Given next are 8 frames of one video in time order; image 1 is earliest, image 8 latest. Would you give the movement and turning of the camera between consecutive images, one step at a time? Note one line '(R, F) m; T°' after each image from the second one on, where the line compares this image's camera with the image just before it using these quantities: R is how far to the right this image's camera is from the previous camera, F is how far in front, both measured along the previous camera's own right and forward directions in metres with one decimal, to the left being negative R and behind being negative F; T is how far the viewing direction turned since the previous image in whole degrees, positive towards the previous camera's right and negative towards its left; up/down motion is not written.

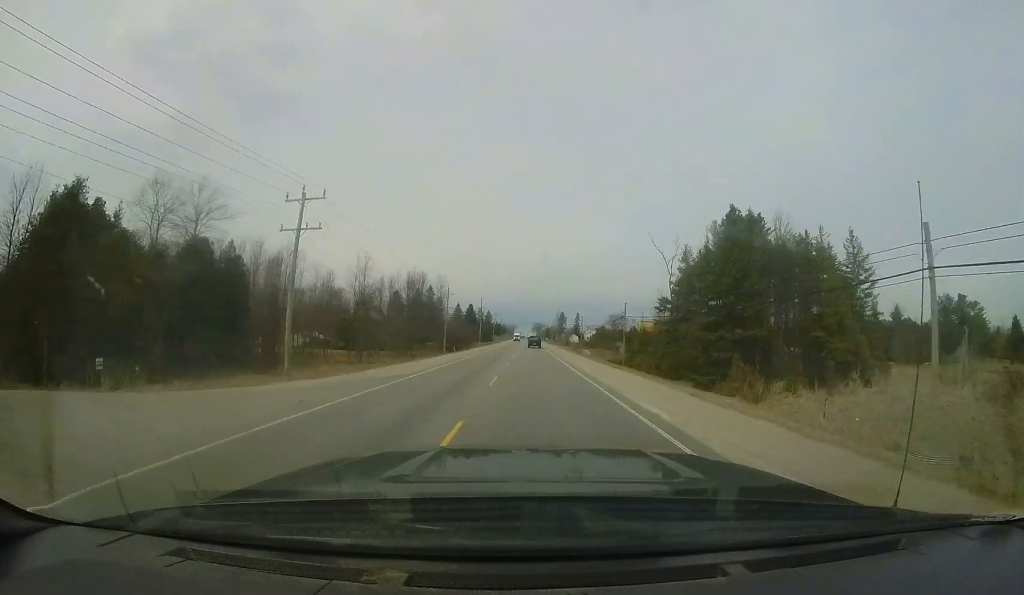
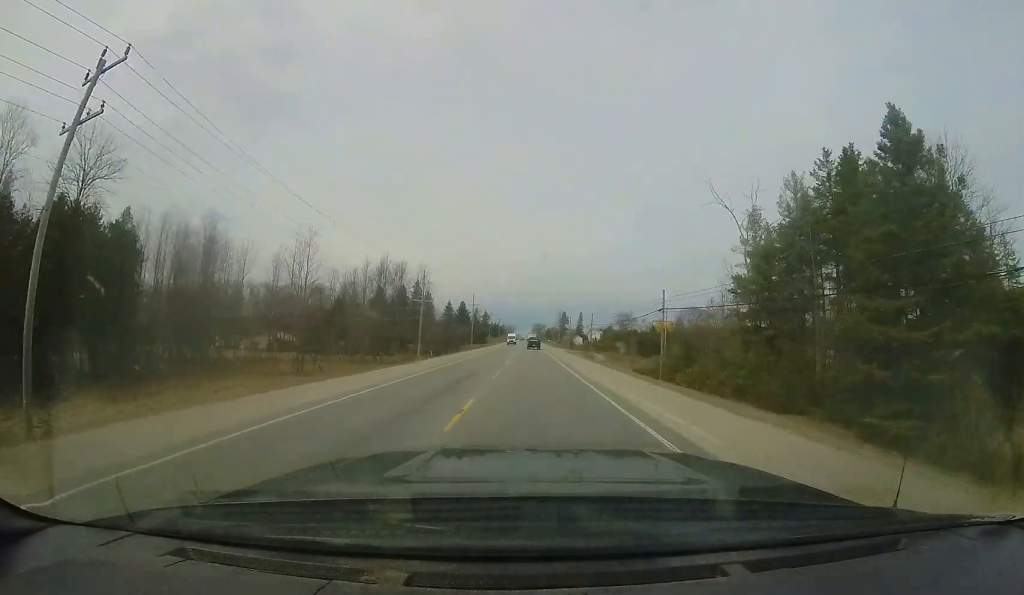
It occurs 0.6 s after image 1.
(0.0, +15.1) m; 0°
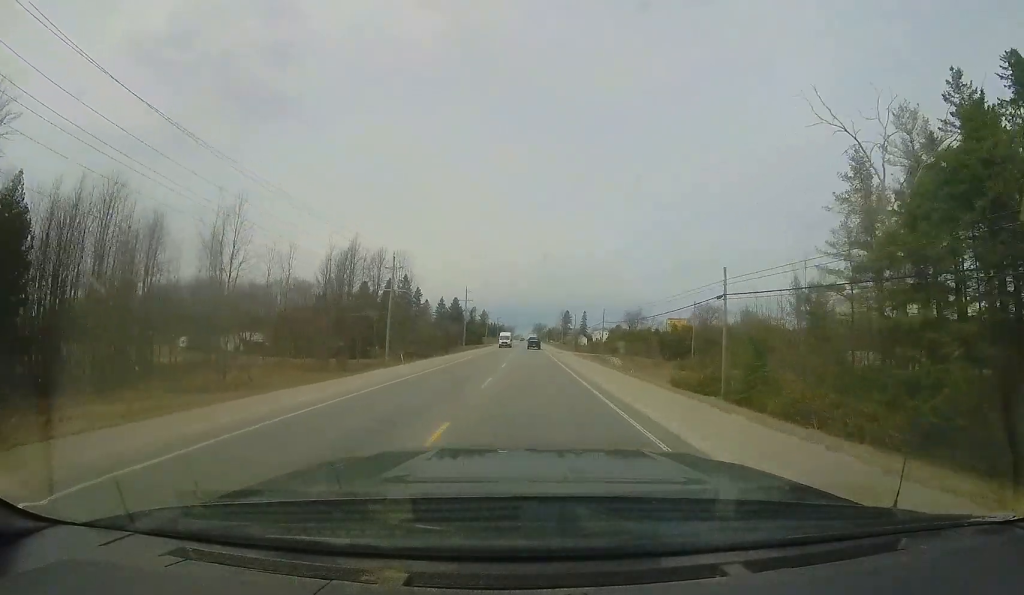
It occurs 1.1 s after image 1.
(-0.1, +11.9) m; 0°
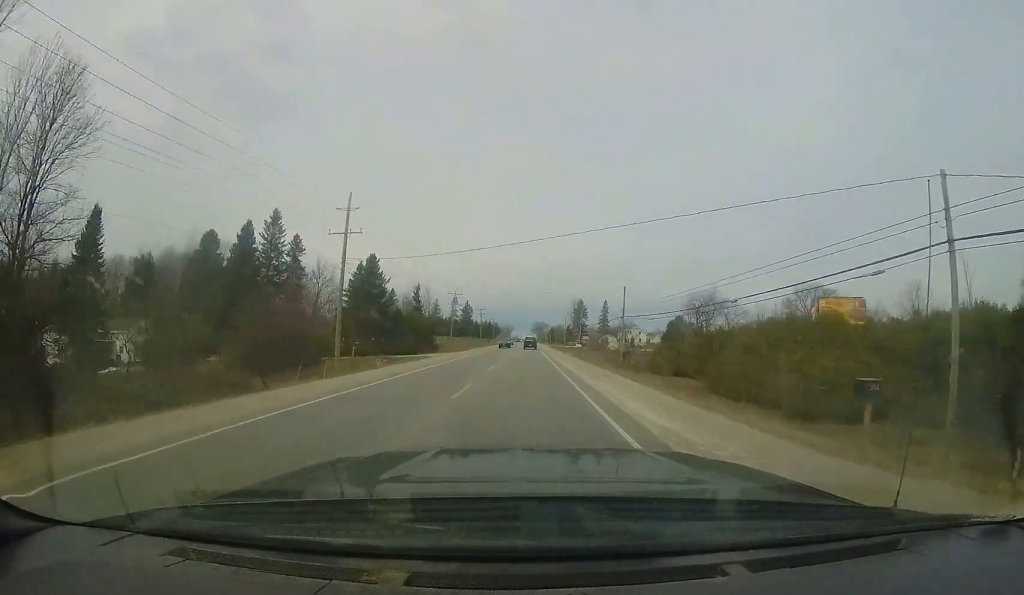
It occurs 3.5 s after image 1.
(+0.2, +56.2) m; -1°
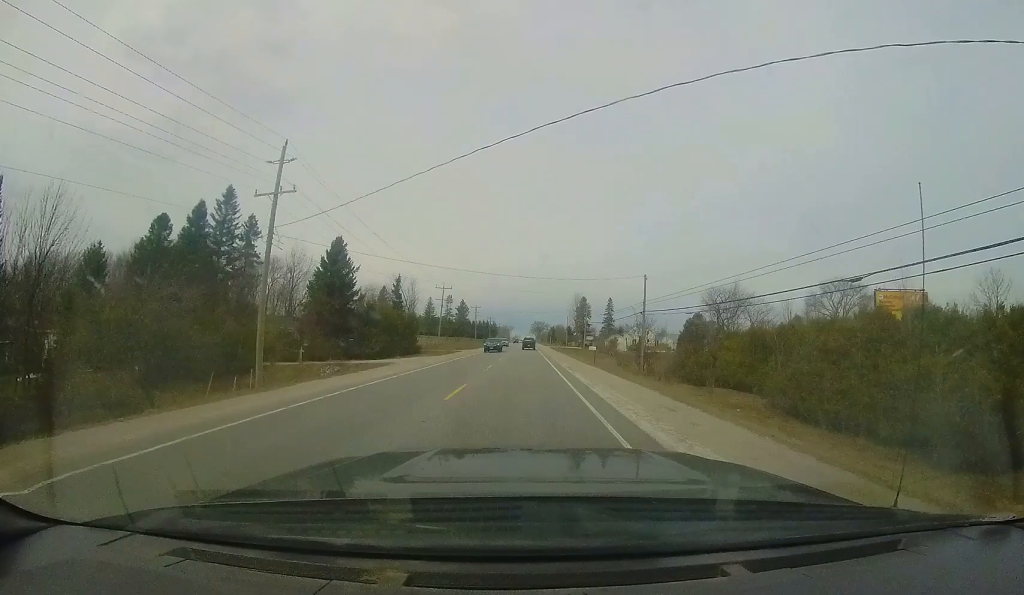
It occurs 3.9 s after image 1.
(-0.3, +9.3) m; 0°
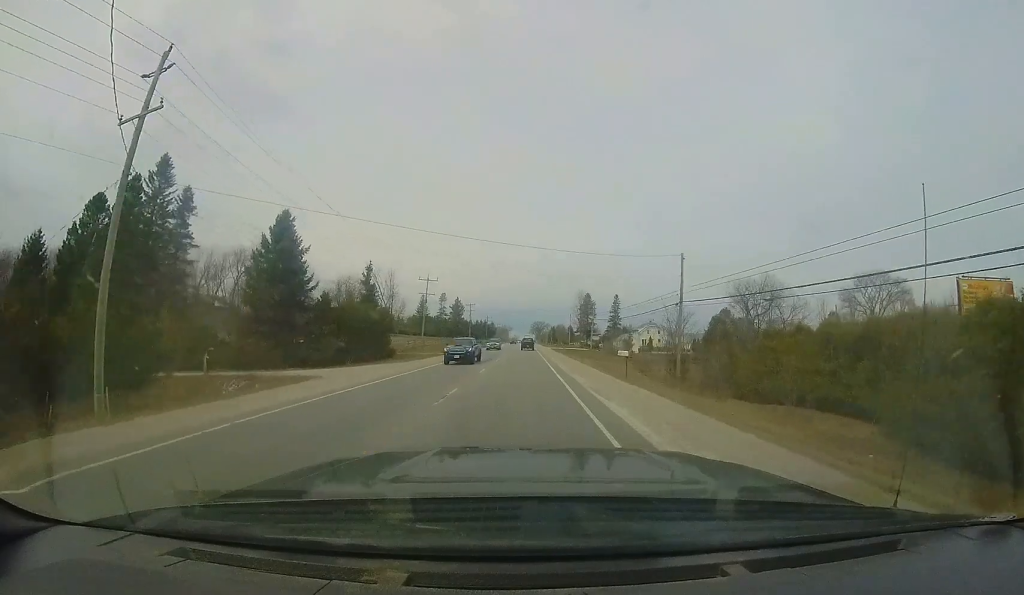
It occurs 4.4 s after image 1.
(0.0, +10.0) m; 0°
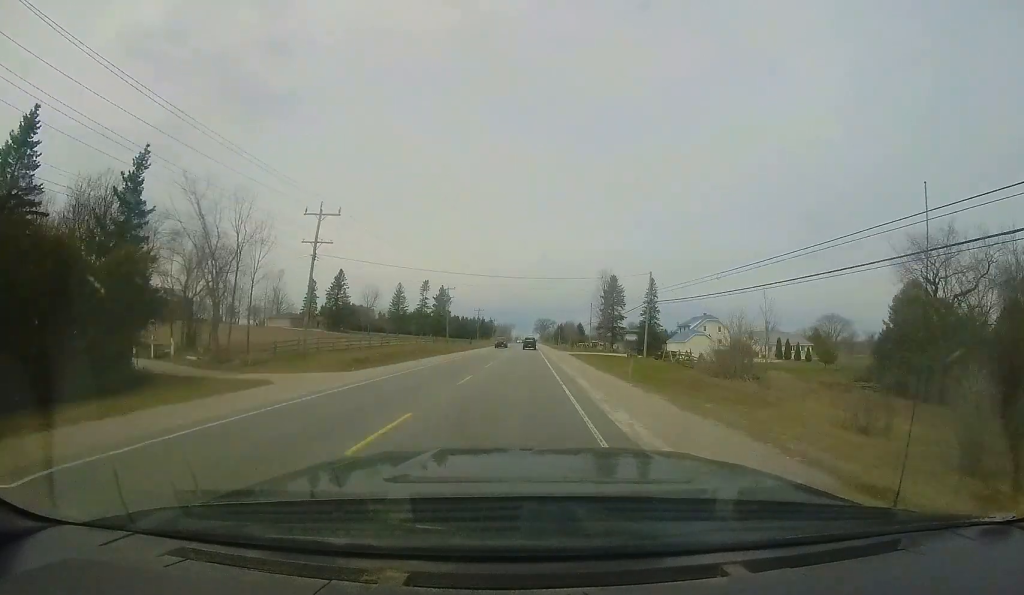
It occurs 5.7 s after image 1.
(+0.5, +31.5) m; +1°
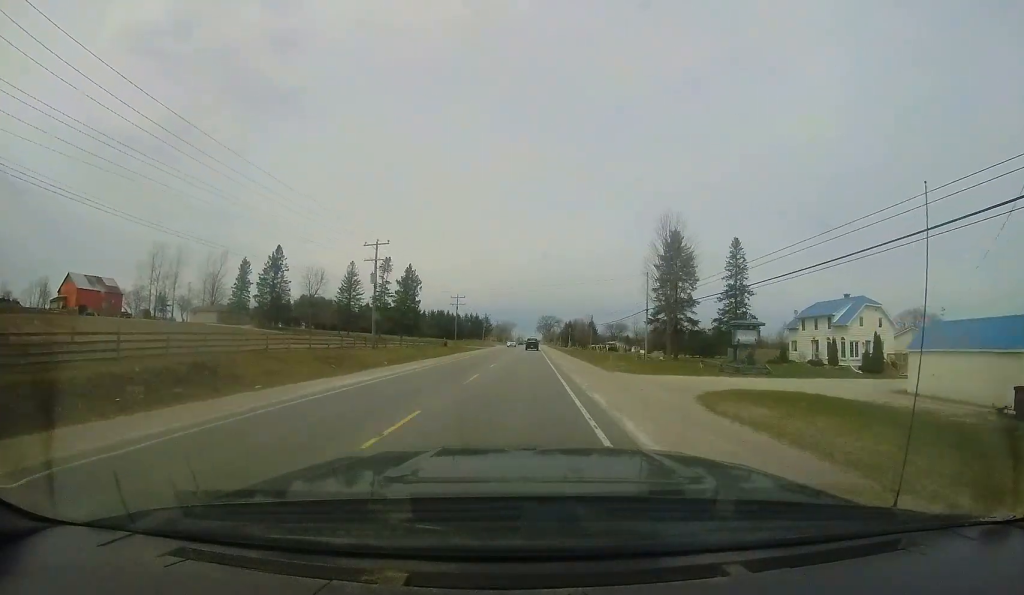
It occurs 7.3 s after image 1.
(+0.7, +35.4) m; 0°
